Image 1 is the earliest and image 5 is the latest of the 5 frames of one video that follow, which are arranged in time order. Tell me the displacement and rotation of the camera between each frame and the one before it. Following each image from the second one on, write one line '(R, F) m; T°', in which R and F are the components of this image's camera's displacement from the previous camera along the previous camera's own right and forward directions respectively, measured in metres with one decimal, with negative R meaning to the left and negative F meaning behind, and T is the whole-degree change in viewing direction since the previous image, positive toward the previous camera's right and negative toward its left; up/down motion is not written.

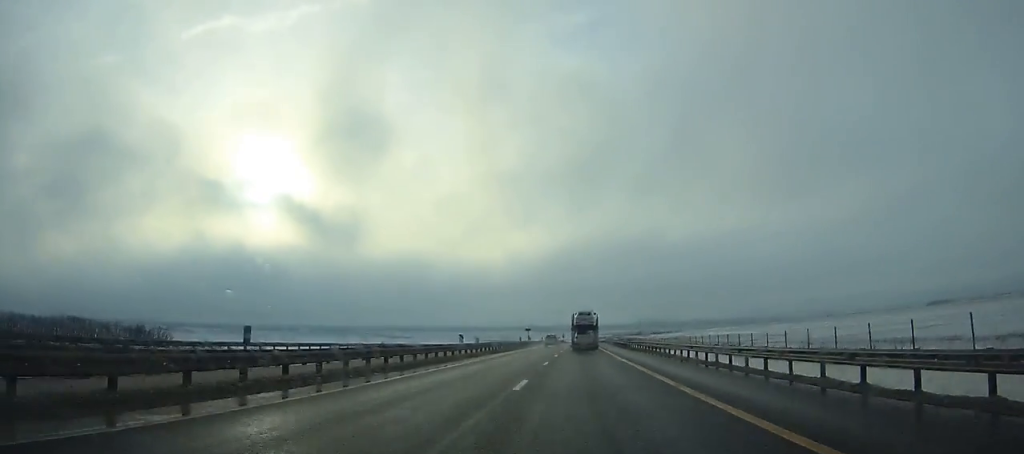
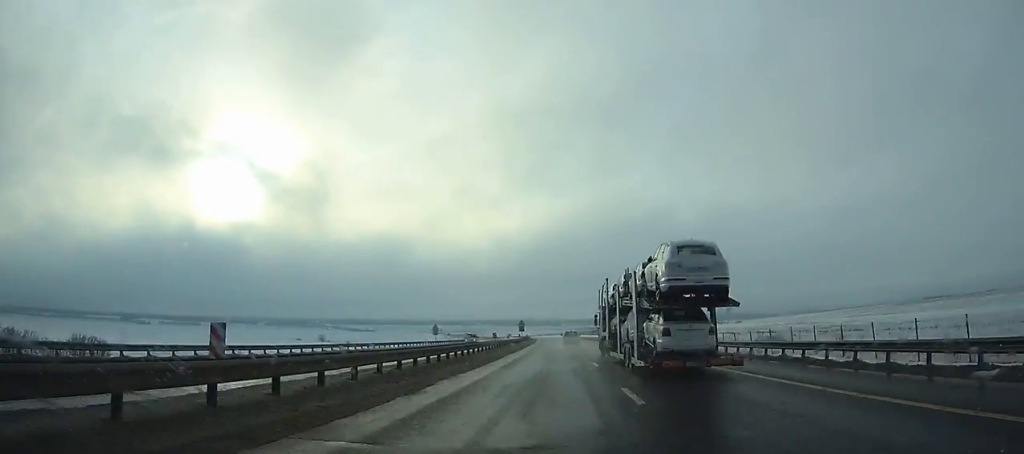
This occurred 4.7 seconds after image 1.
(+2.3, +144.0) m; +1°
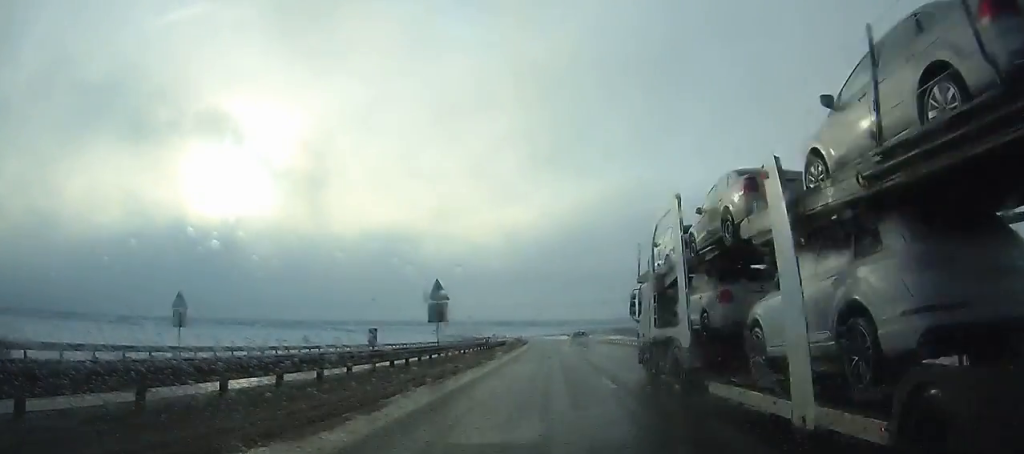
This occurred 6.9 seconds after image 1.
(+0.1, +68.2) m; 0°
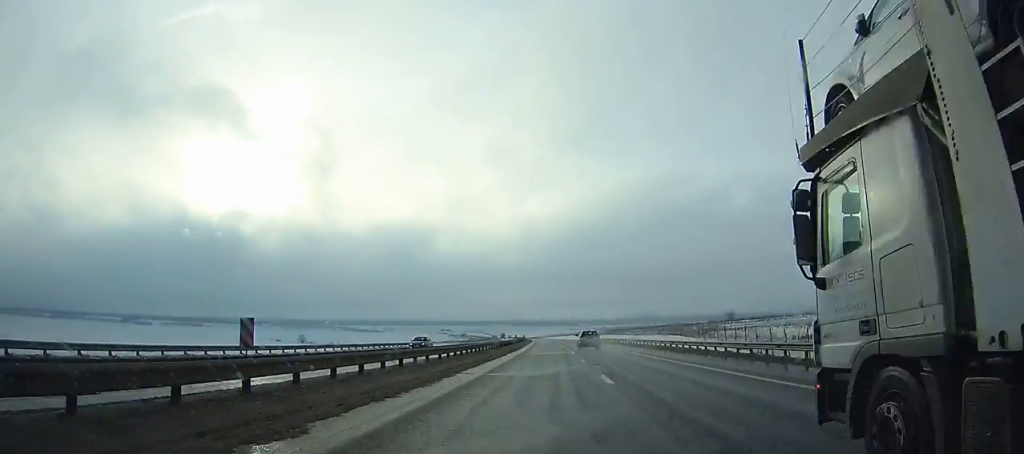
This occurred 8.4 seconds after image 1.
(-0.4, +46.2) m; 0°
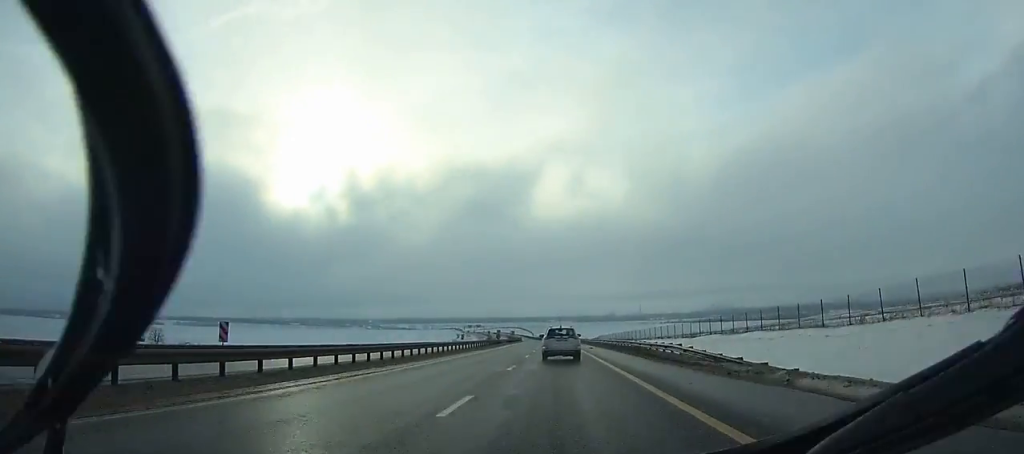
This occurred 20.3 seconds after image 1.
(-19.3, +346.6) m; -7°
